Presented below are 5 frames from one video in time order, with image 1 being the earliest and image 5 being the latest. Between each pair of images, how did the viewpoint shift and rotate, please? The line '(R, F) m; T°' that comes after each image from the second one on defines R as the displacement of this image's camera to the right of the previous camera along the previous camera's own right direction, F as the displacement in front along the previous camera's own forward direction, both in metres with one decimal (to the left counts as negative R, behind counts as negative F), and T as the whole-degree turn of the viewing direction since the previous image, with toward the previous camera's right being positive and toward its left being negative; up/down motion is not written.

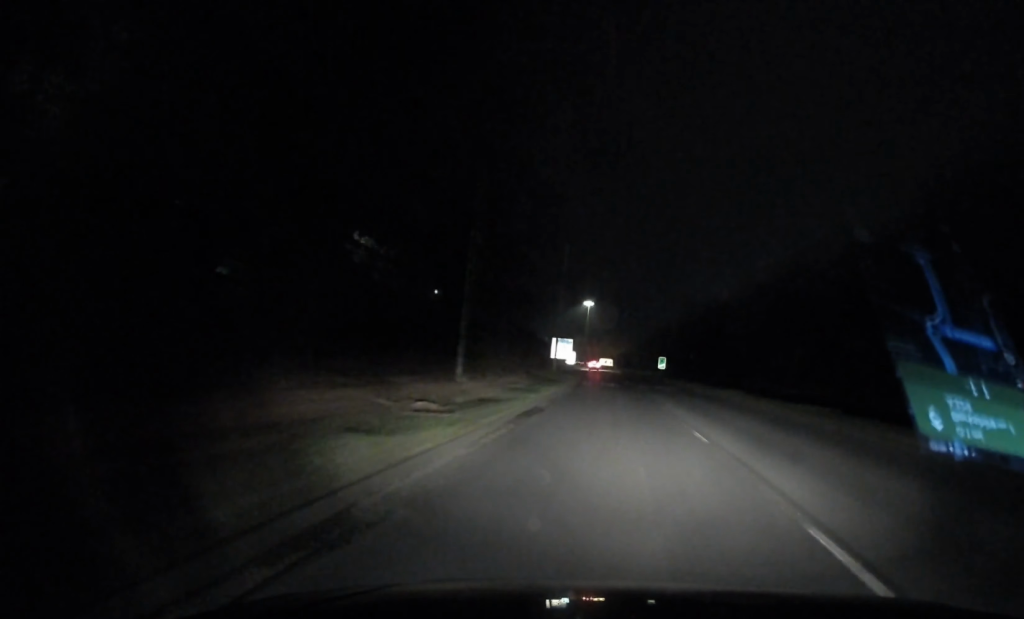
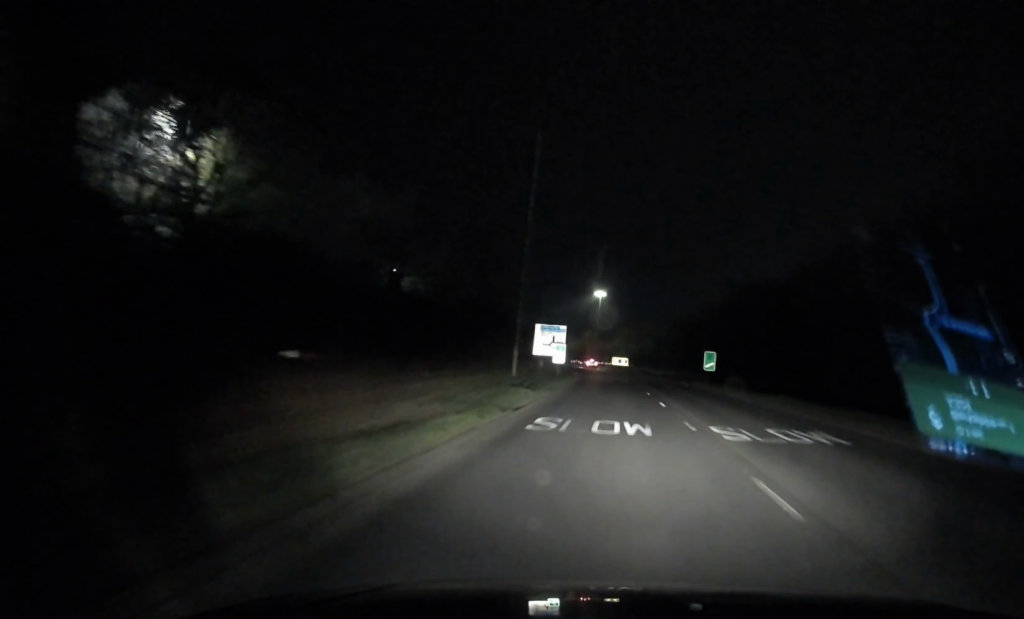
(-0.3, +32.7) m; -1°
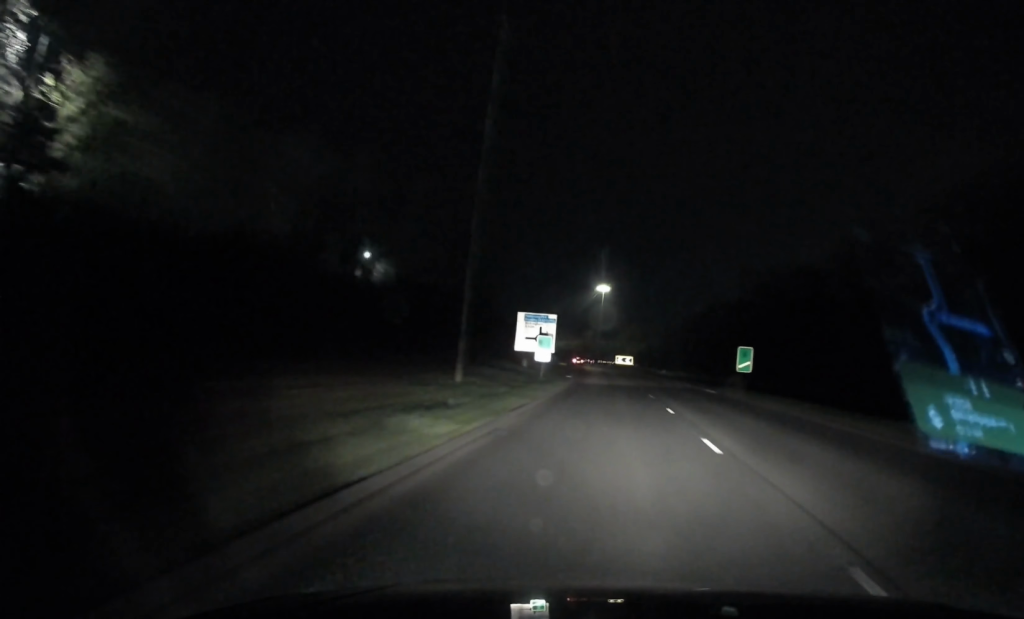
(-0.2, +12.5) m; 0°
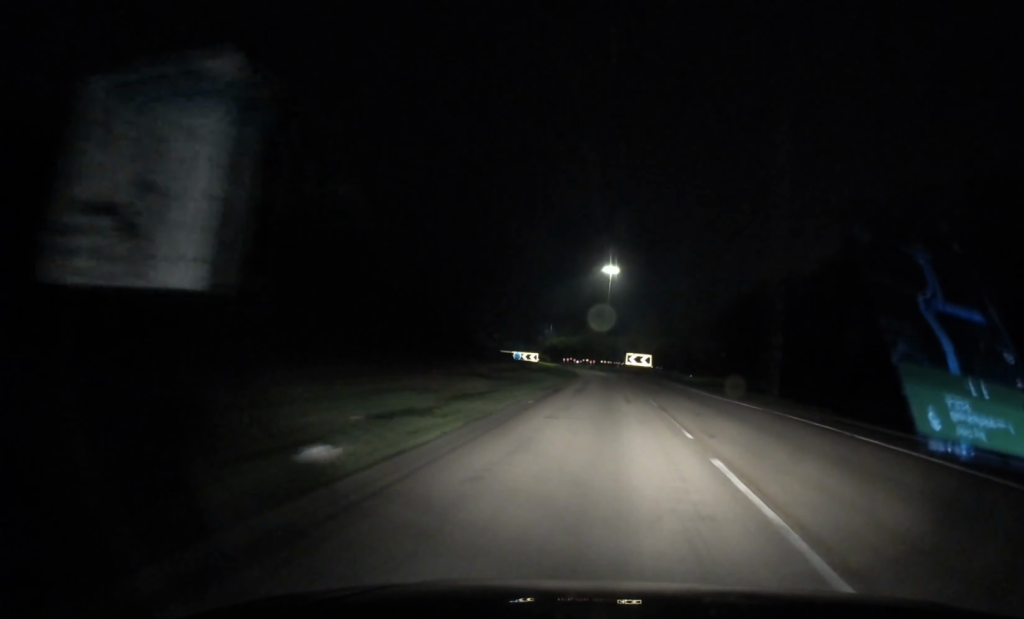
(+0.7, +41.3) m; +1°
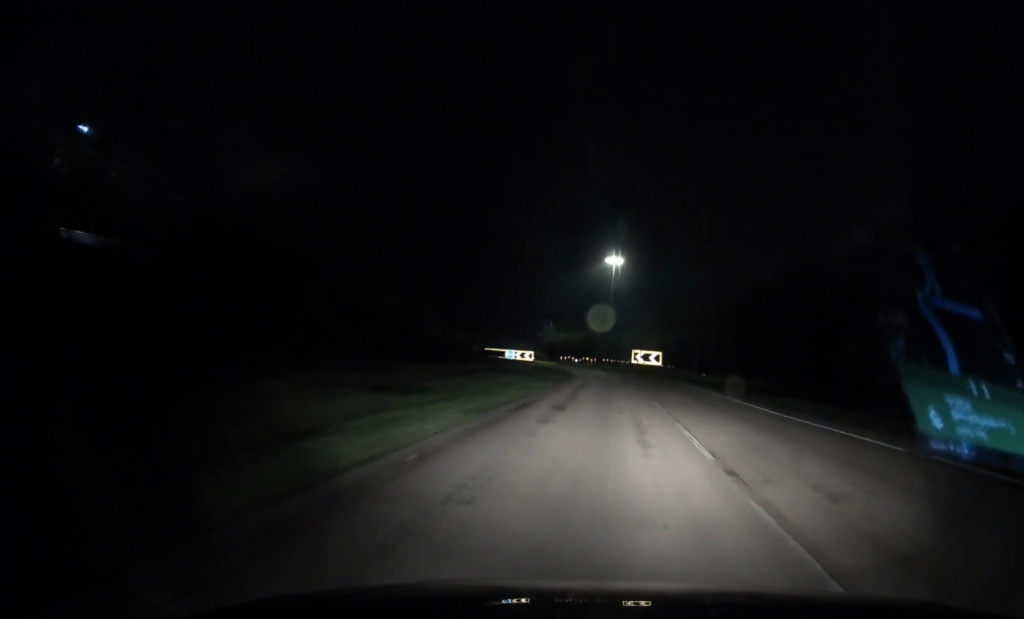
(0.0, +0.4) m; 0°
